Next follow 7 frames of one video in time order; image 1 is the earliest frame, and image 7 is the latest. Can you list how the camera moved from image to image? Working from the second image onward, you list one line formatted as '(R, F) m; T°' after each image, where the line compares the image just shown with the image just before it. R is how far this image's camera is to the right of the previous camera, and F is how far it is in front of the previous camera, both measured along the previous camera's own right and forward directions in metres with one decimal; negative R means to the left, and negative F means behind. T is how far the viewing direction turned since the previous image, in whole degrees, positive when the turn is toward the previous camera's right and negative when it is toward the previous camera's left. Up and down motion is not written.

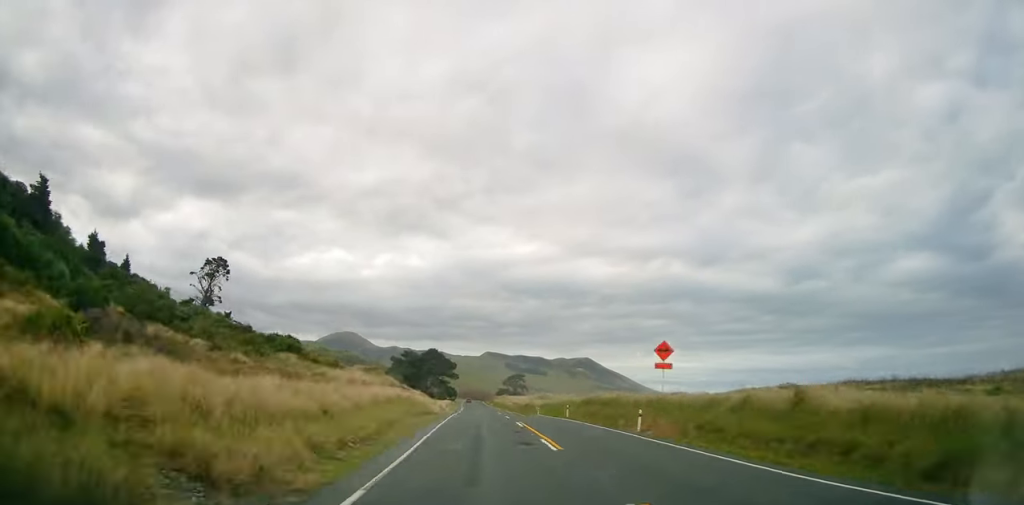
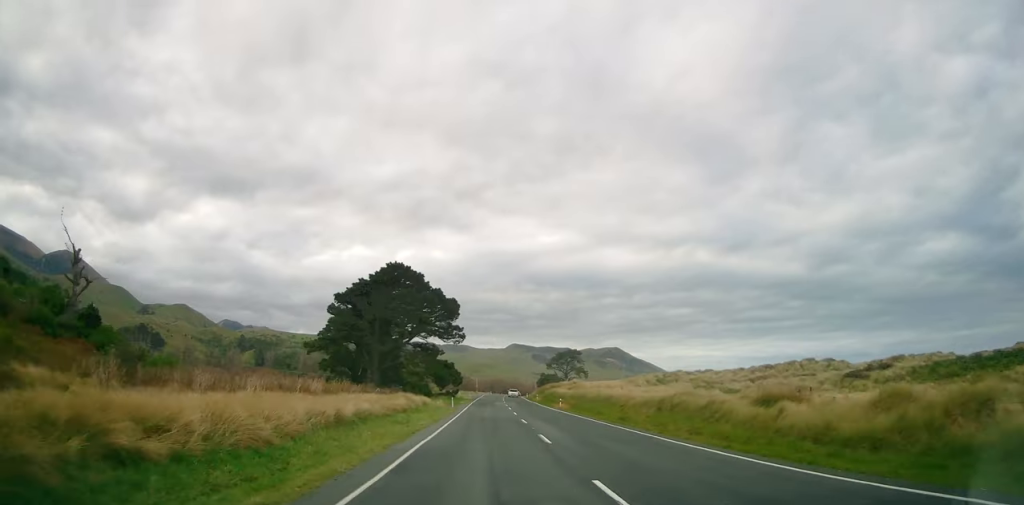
(-1.1, +117.7) m; -1°
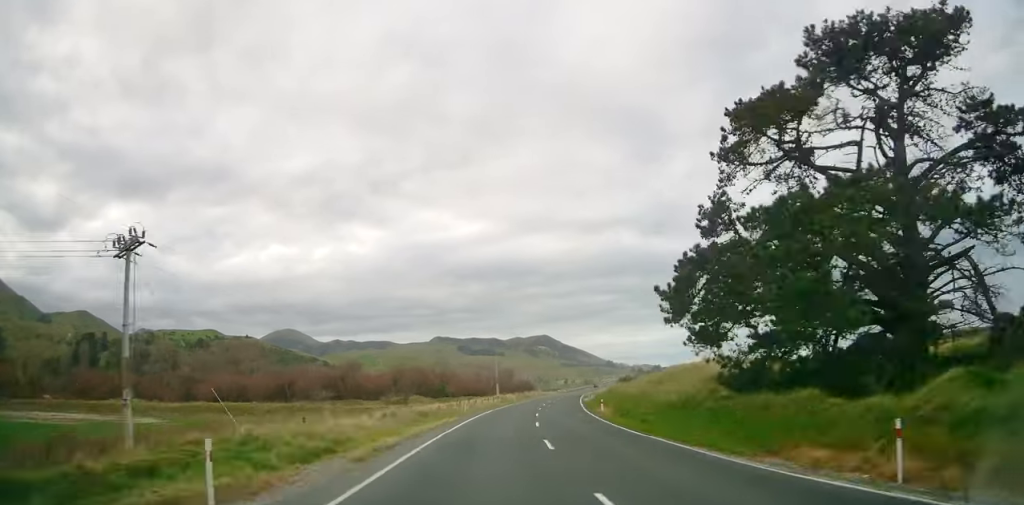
(+12.7, +184.0) m; +12°
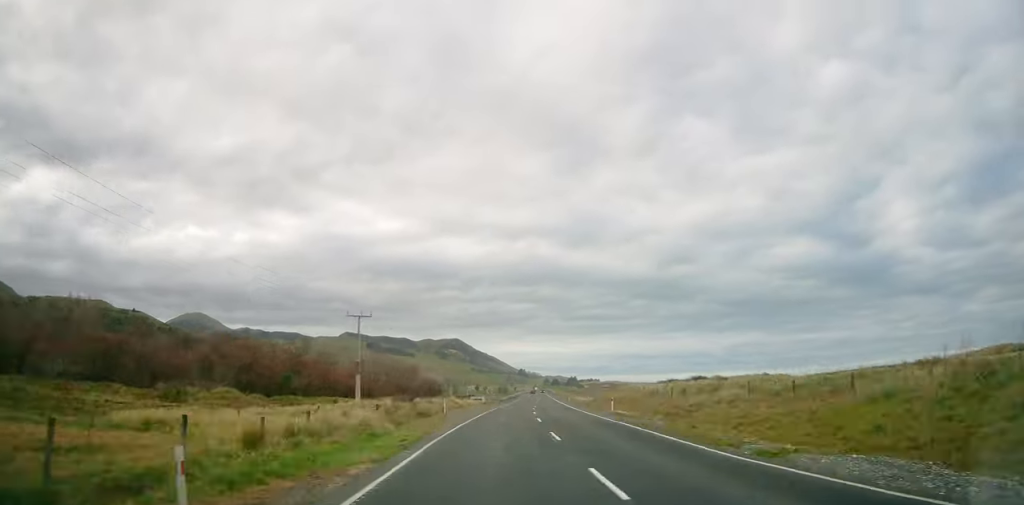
(+4.2, +68.2) m; +6°
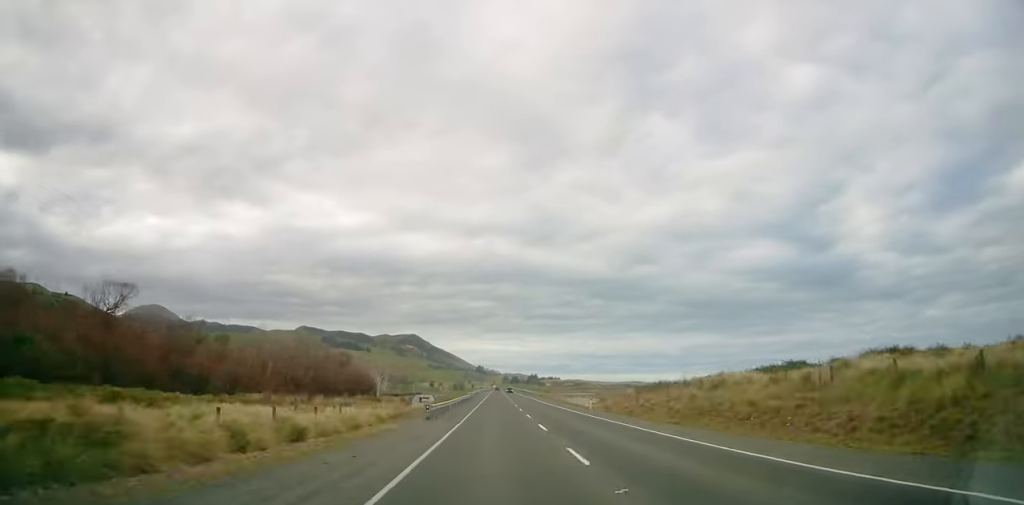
(+2.8, +54.7) m; +2°
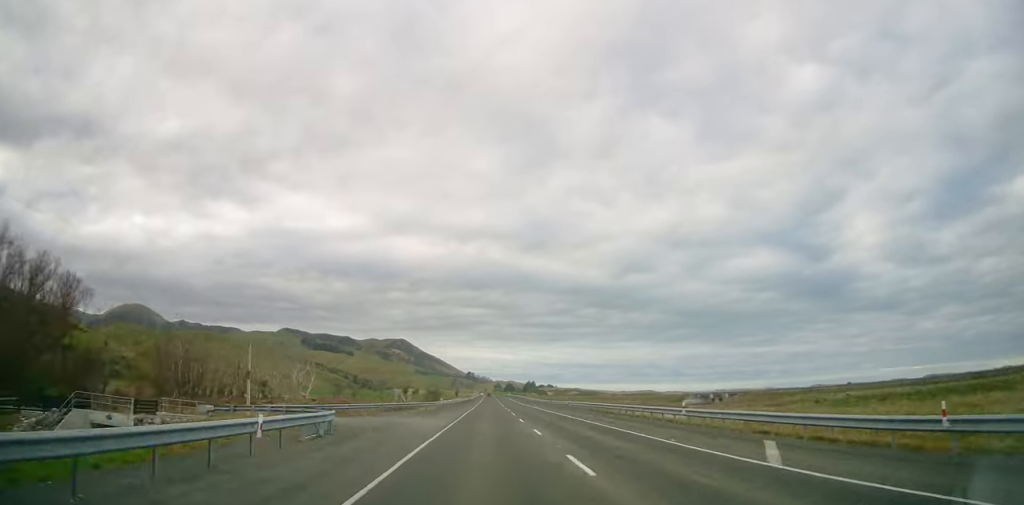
(+3.4, +146.0) m; +1°
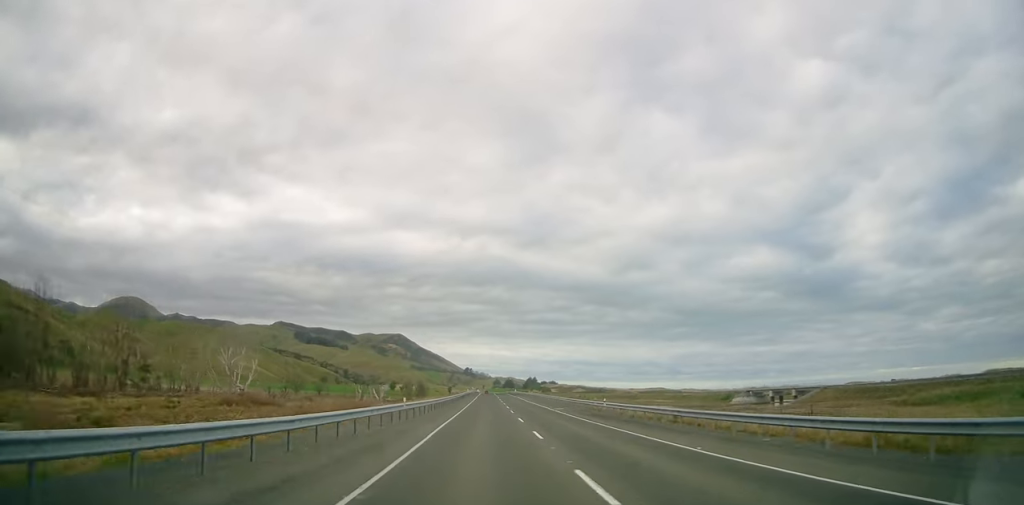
(-0.2, +60.2) m; 0°
